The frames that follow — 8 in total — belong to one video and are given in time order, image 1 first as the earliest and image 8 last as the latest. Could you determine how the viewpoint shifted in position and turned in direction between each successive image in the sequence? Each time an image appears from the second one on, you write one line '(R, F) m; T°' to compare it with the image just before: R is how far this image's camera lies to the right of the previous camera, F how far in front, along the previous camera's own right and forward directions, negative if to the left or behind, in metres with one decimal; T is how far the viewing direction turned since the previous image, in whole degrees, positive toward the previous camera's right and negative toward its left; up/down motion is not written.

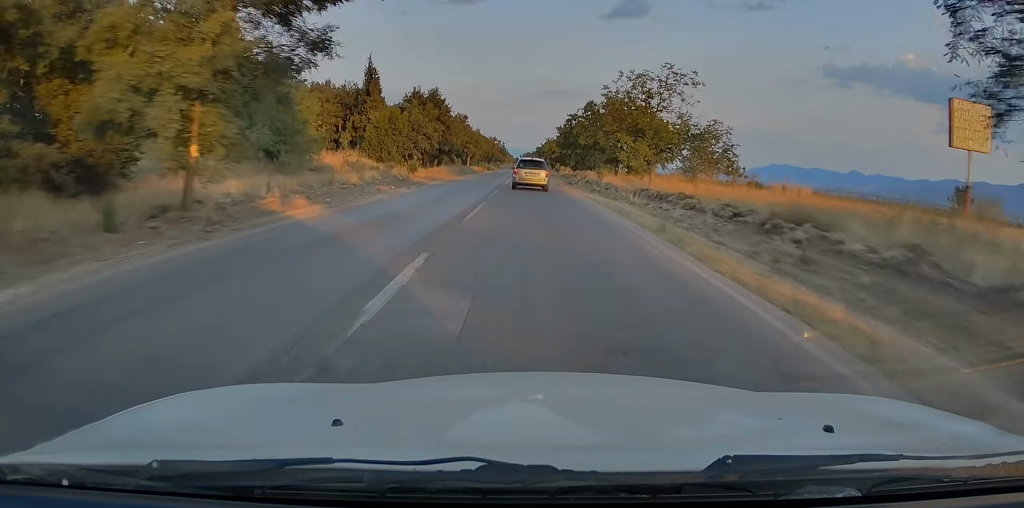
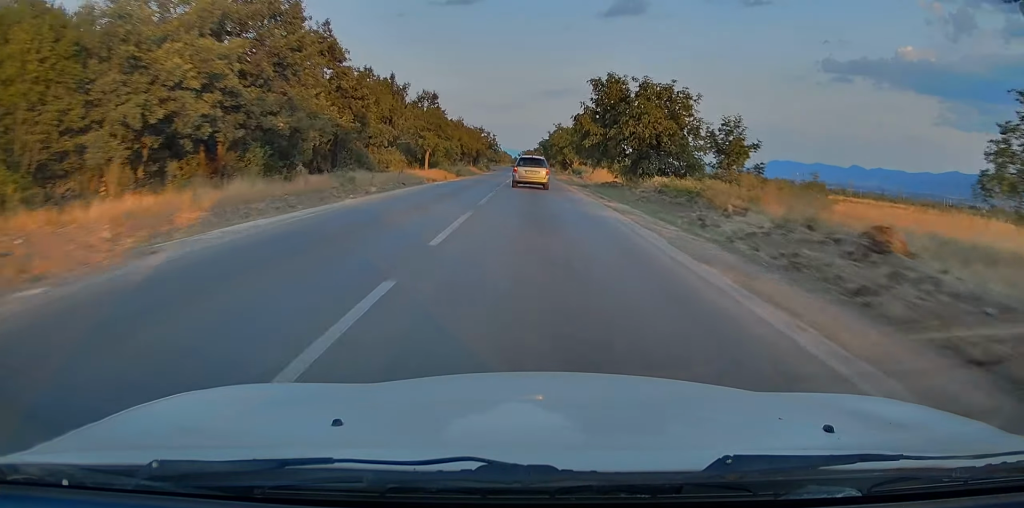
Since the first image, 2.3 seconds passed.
(+0.3, +49.8) m; 0°
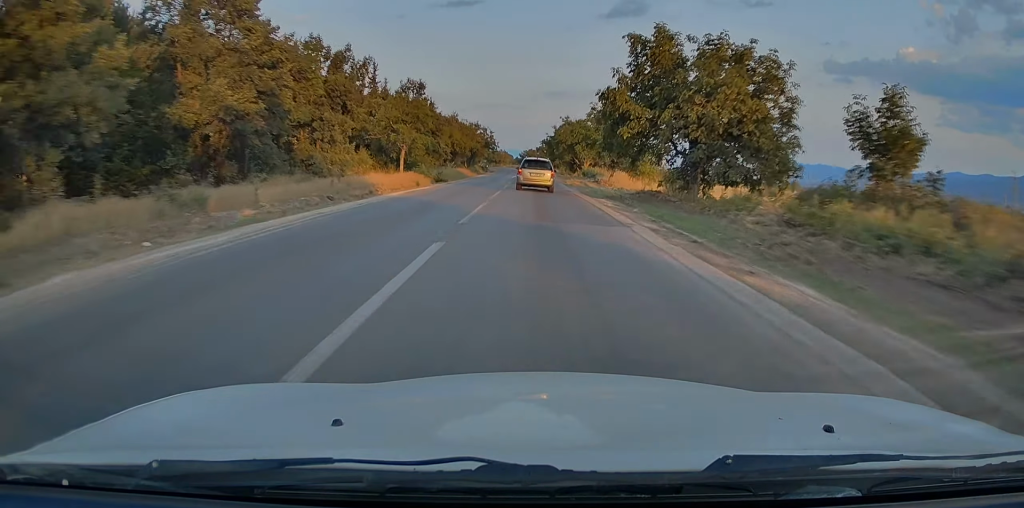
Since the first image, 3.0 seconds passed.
(-0.2, +14.5) m; 0°
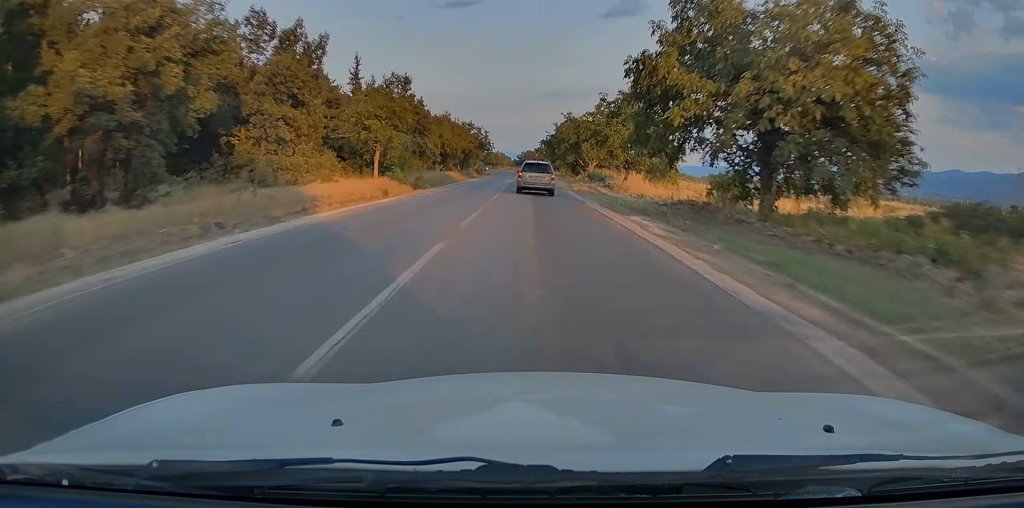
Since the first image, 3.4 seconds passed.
(0.0, +8.8) m; +1°
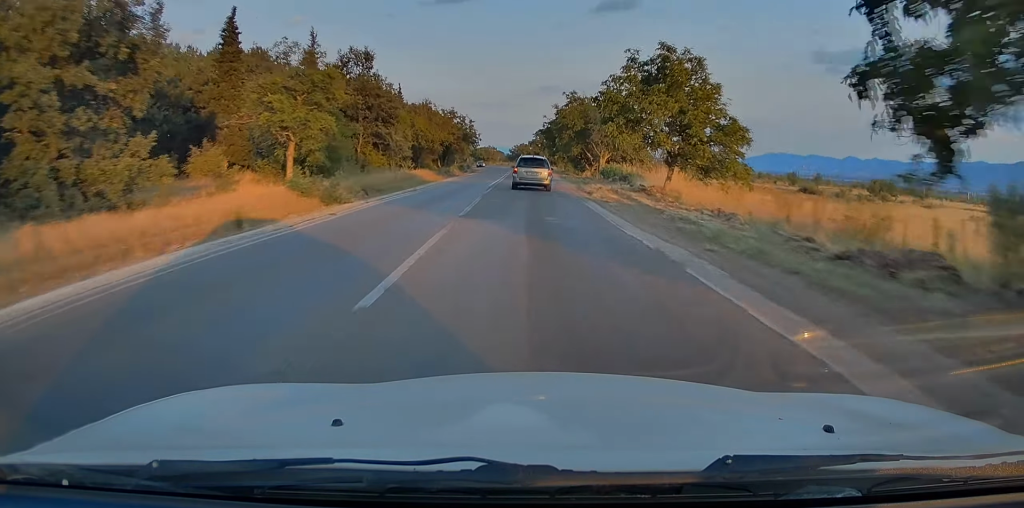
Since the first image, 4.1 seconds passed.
(+0.2, +16.2) m; +1°
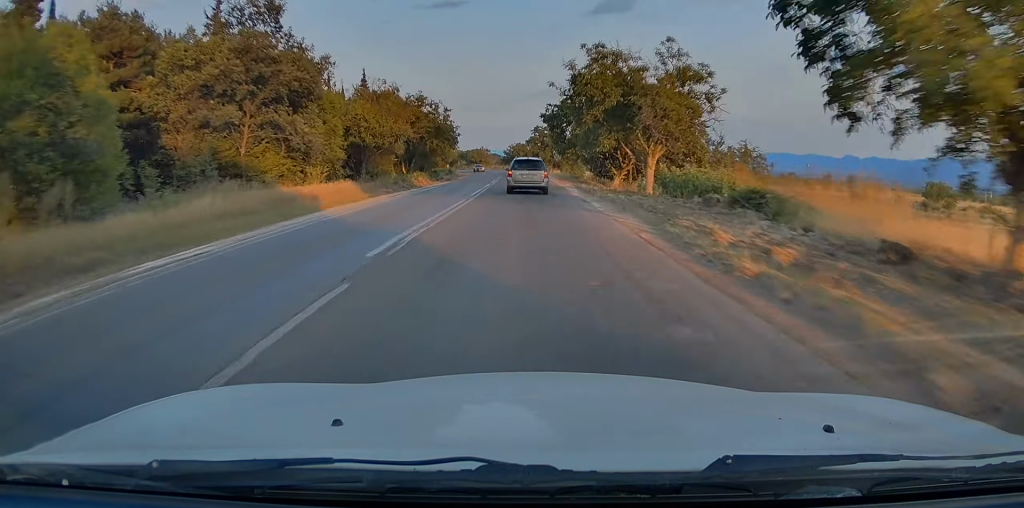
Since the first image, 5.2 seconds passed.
(+0.1, +23.7) m; -1°
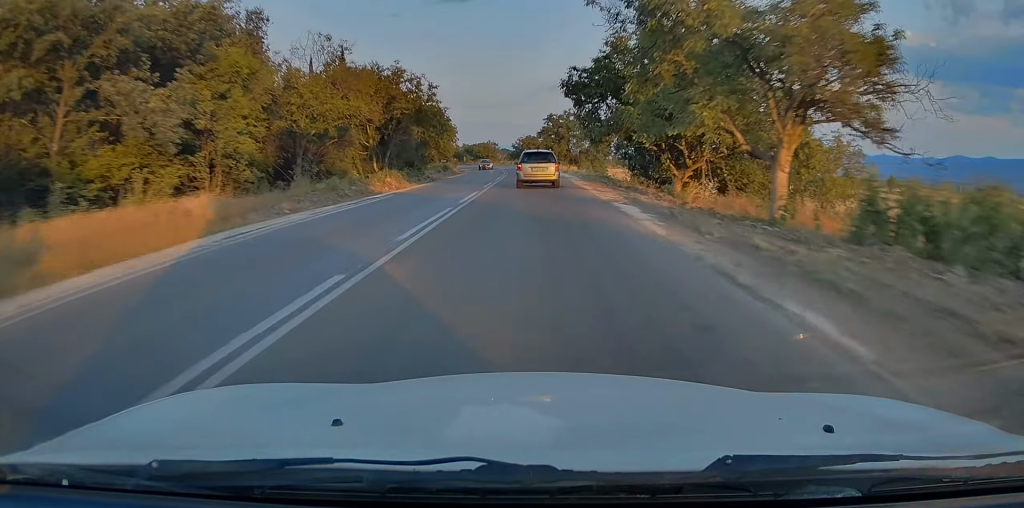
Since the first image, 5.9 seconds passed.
(-0.3, +16.2) m; 0°
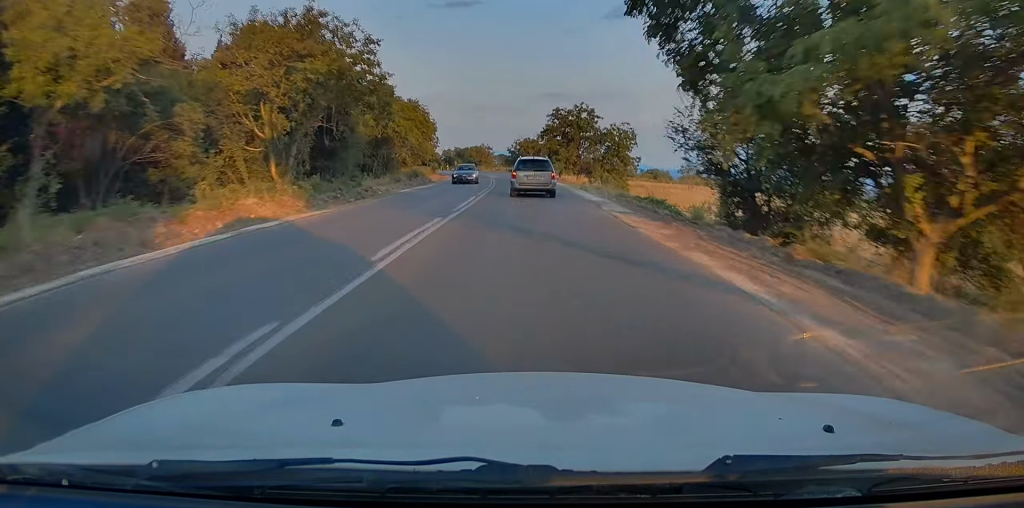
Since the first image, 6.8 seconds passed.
(+0.3, +19.8) m; 0°
